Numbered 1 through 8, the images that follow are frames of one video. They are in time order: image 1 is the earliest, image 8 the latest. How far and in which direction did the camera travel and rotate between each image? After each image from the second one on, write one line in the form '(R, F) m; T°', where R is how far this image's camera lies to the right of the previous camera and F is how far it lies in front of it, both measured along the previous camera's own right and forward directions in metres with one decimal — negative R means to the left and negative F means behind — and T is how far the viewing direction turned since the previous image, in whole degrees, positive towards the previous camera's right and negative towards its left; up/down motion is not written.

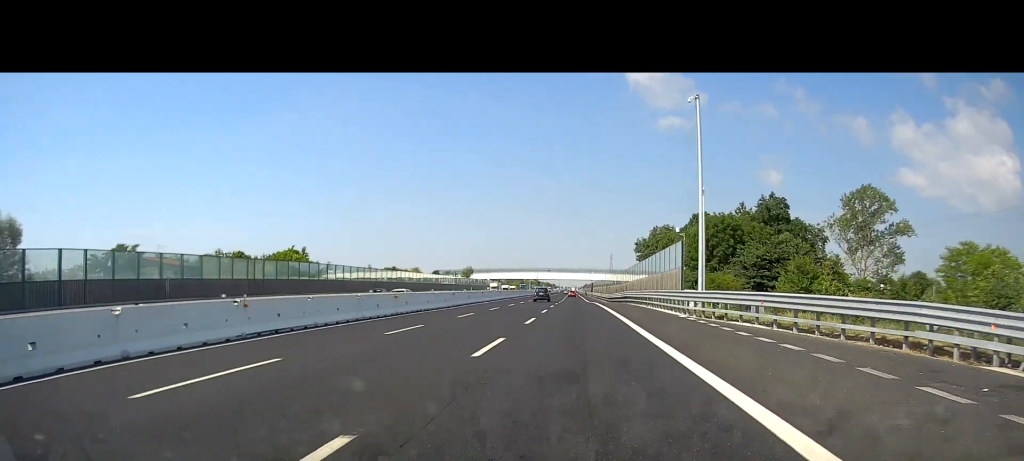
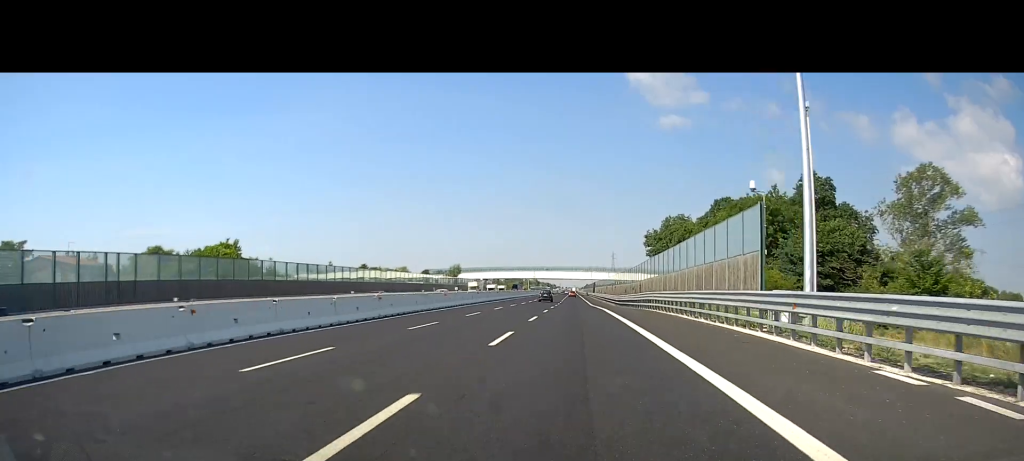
(+0.1, +21.0) m; 0°
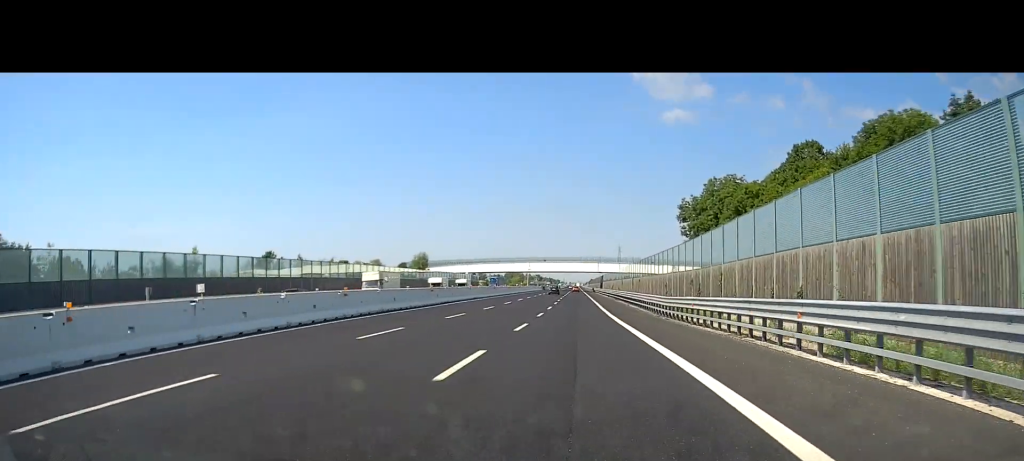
(-0.3, +41.2) m; 0°
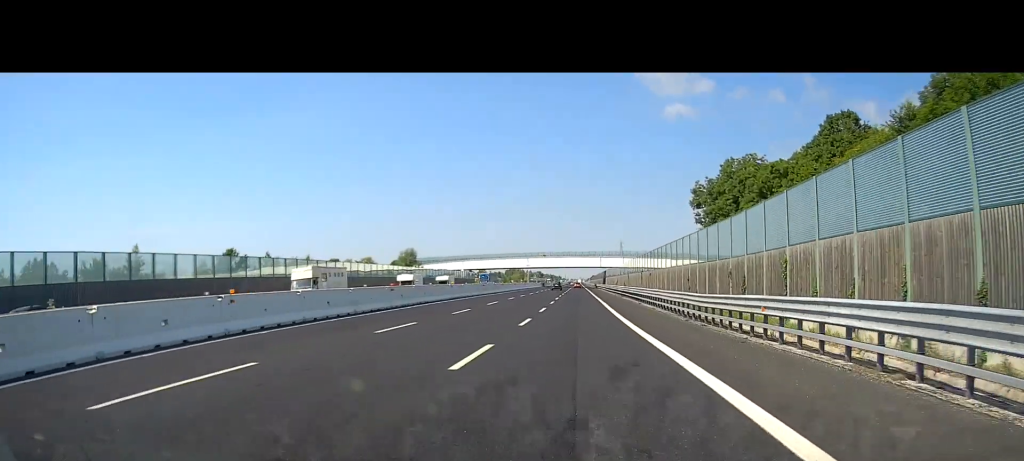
(+0.1, +10.5) m; 0°
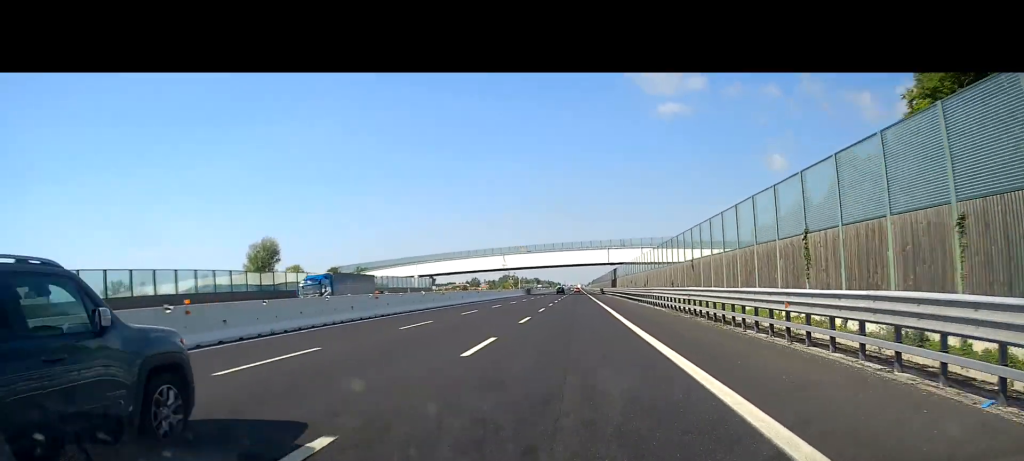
(-0.3, +56.1) m; 0°
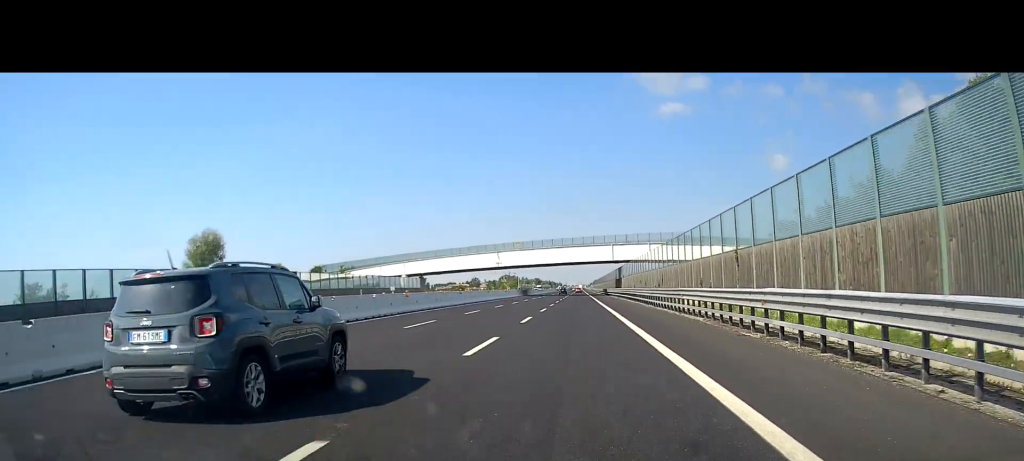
(0.0, +11.5) m; 0°
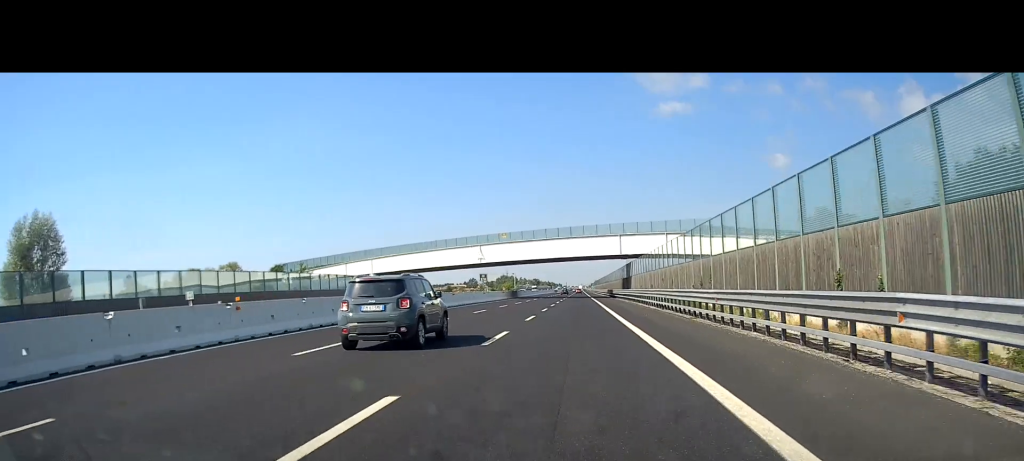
(+0.1, +21.2) m; 0°
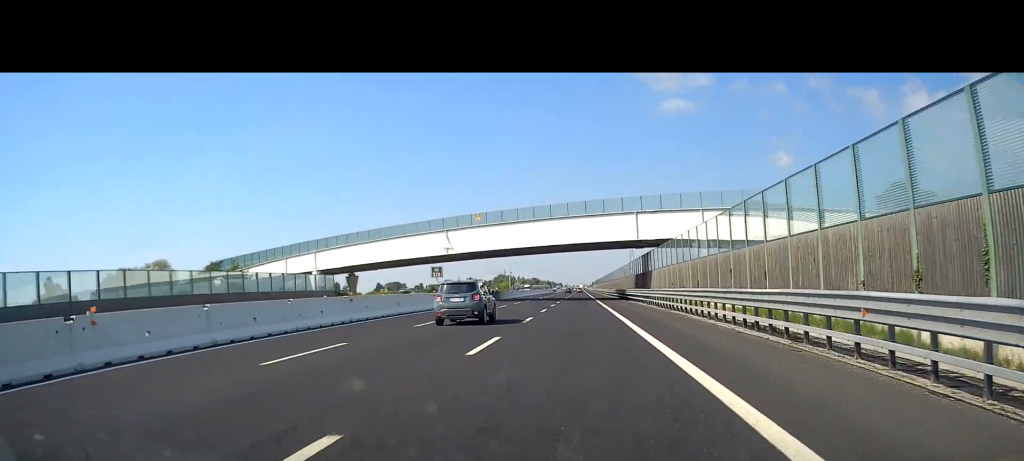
(-0.2, +25.6) m; -1°
